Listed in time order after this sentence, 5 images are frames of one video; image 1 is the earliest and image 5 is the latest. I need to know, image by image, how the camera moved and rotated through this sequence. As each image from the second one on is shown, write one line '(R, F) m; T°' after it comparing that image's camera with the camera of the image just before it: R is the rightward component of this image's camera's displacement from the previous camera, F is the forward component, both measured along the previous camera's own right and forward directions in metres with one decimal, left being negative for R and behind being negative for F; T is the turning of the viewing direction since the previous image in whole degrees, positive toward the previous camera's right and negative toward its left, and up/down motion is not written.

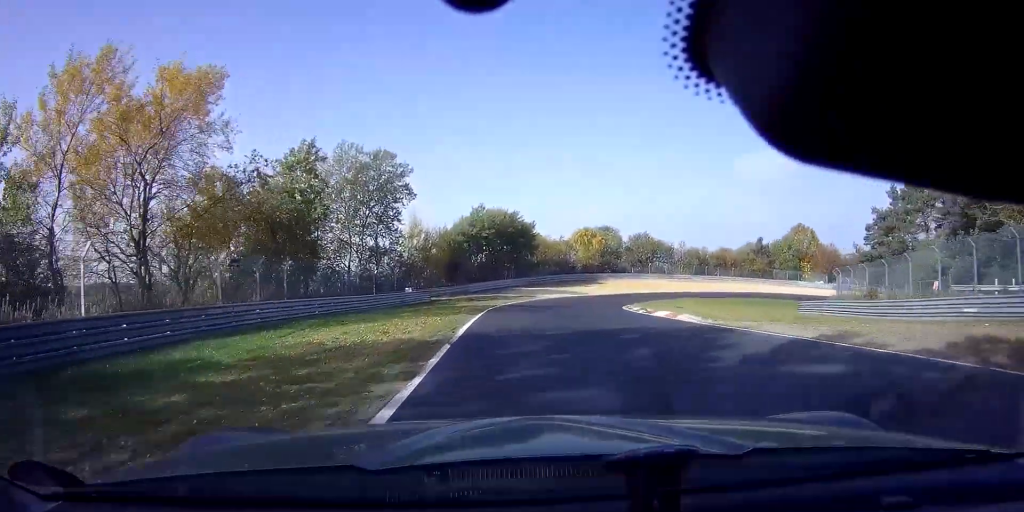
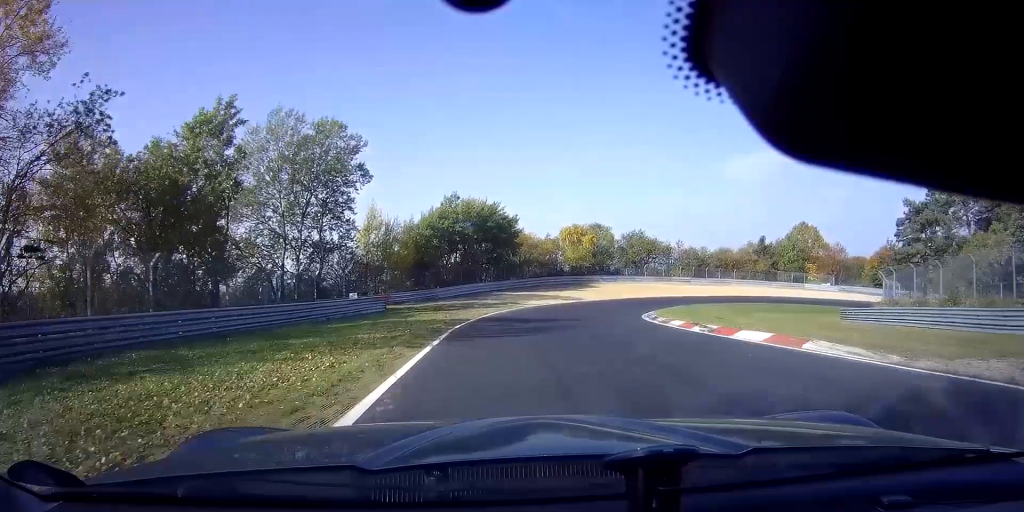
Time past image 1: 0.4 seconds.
(0.0, +10.8) m; +4°
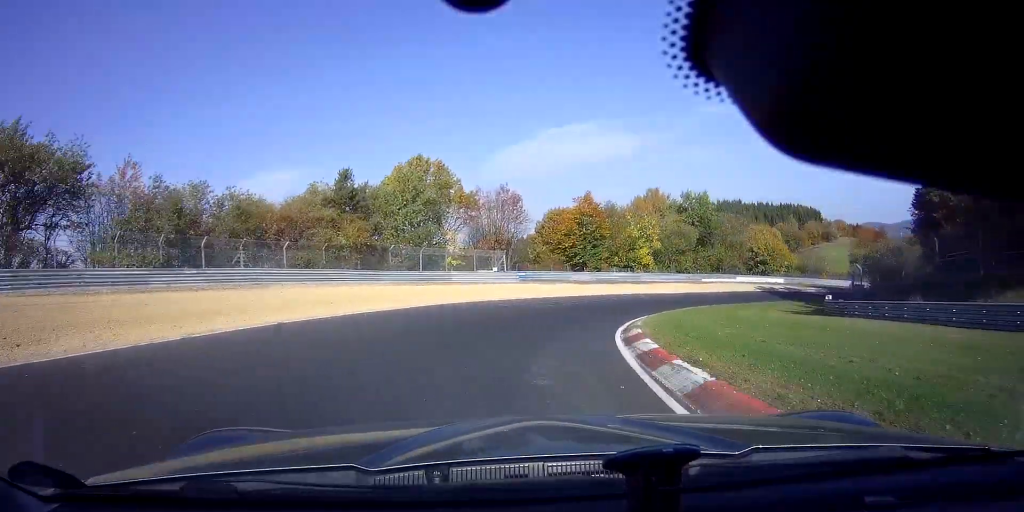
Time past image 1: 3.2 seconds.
(+24.5, +58.5) m; +53°
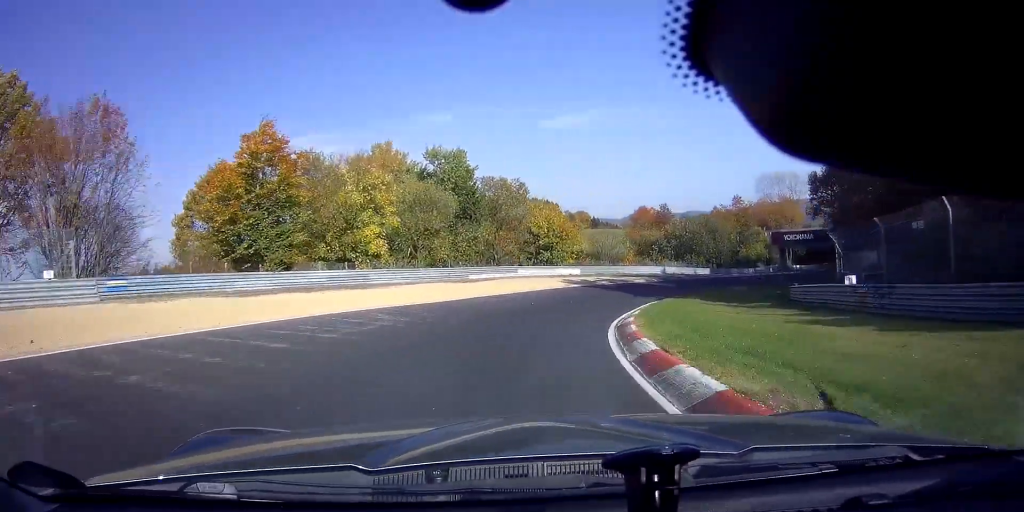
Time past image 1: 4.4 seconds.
(+7.9, +28.6) m; +29°
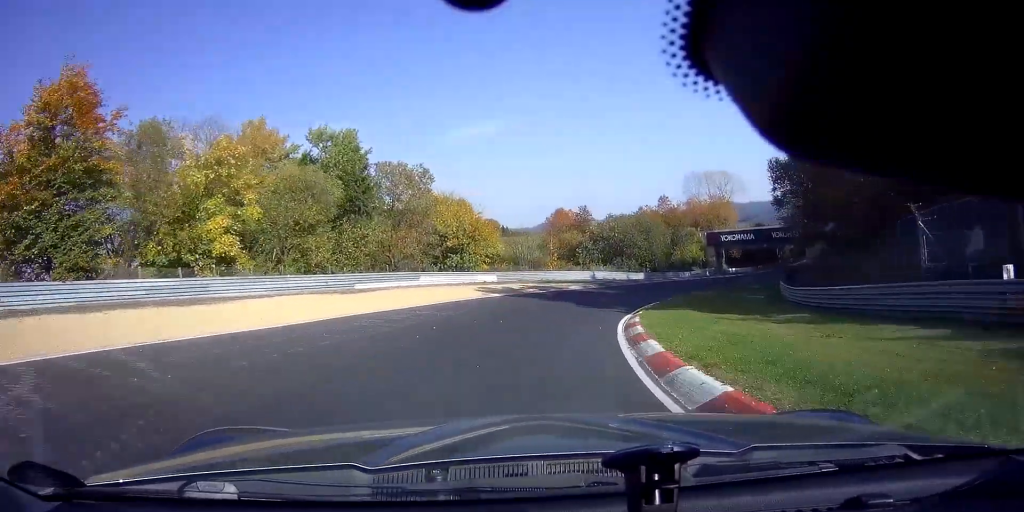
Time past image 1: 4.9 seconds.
(+1.6, +11.0) m; +9°
